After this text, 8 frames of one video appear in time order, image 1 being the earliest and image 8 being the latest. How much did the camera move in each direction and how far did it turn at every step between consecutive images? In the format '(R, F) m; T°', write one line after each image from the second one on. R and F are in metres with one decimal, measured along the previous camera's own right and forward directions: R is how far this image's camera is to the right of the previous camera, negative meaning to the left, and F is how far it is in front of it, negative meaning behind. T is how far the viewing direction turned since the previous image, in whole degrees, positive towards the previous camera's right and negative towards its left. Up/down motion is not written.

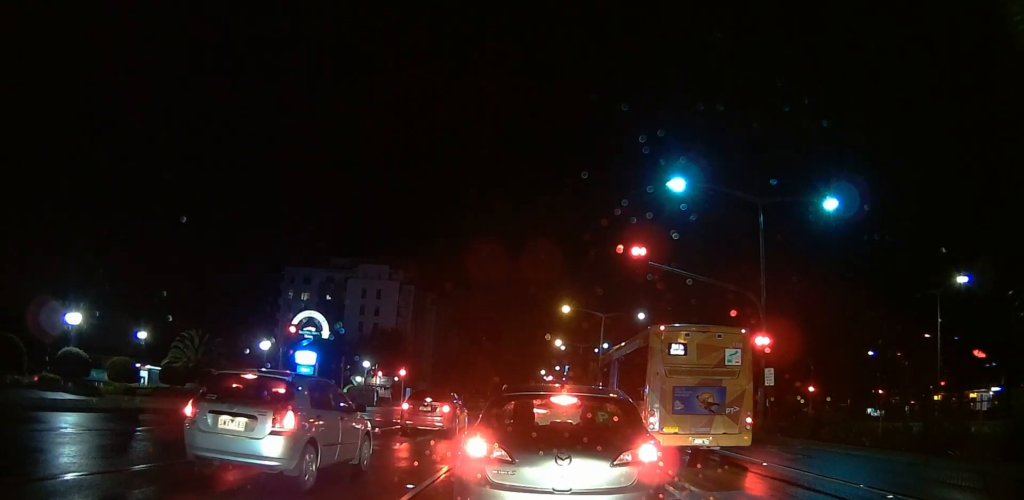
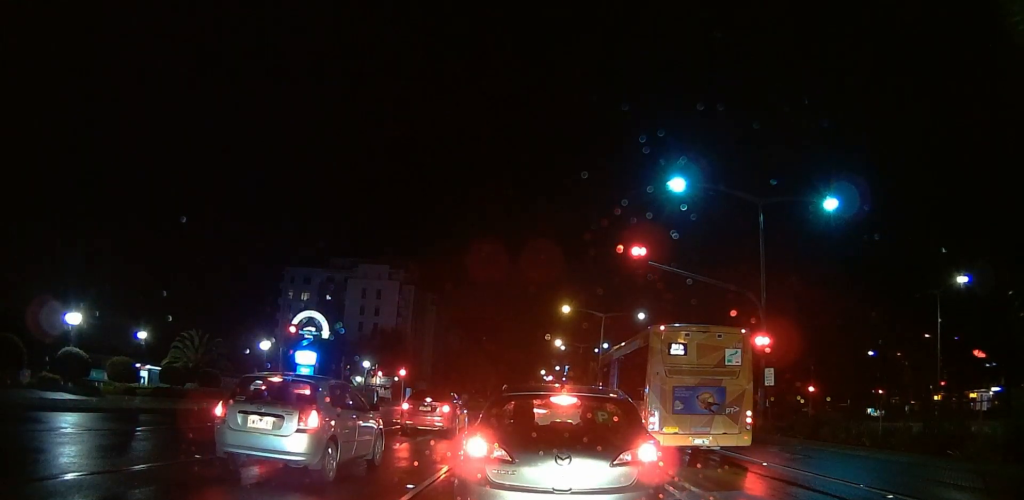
(0.0, +0.1) m; 0°
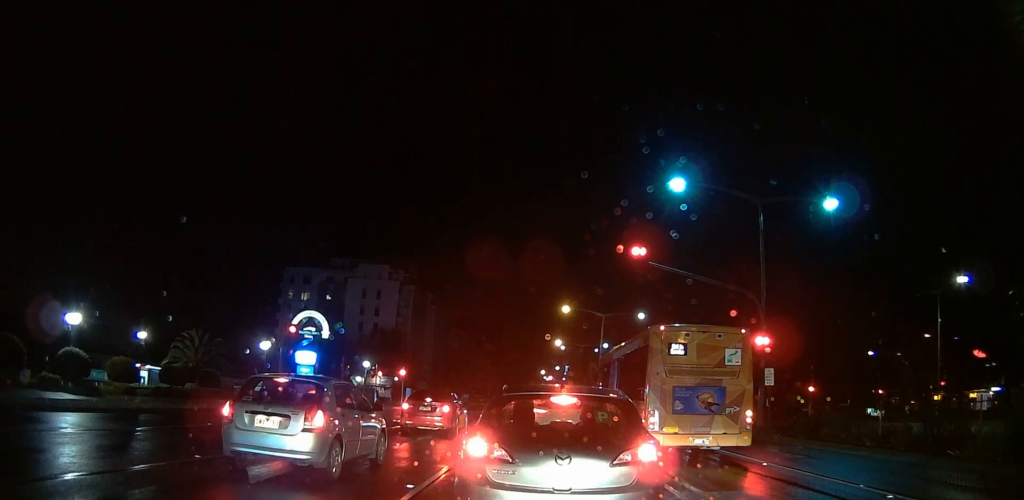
(0.0, 0.0) m; 0°
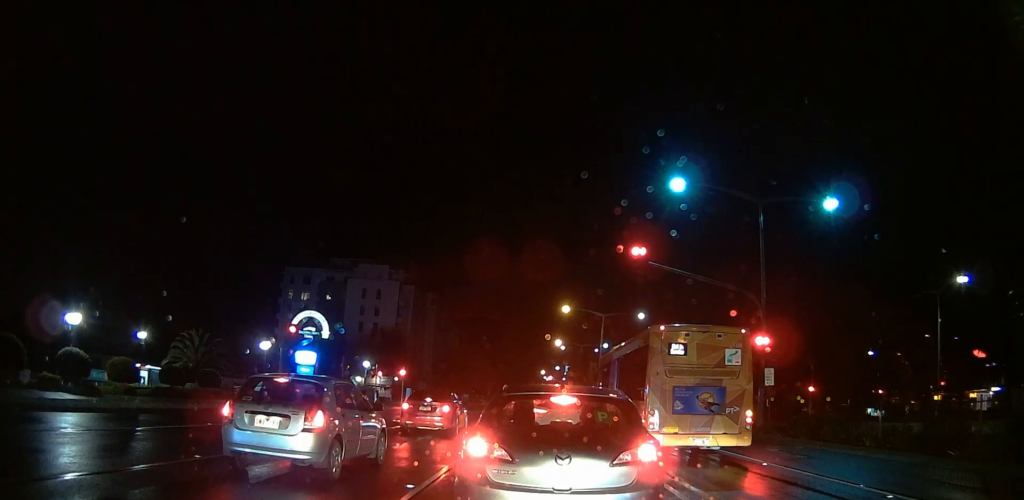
(0.0, 0.0) m; 0°
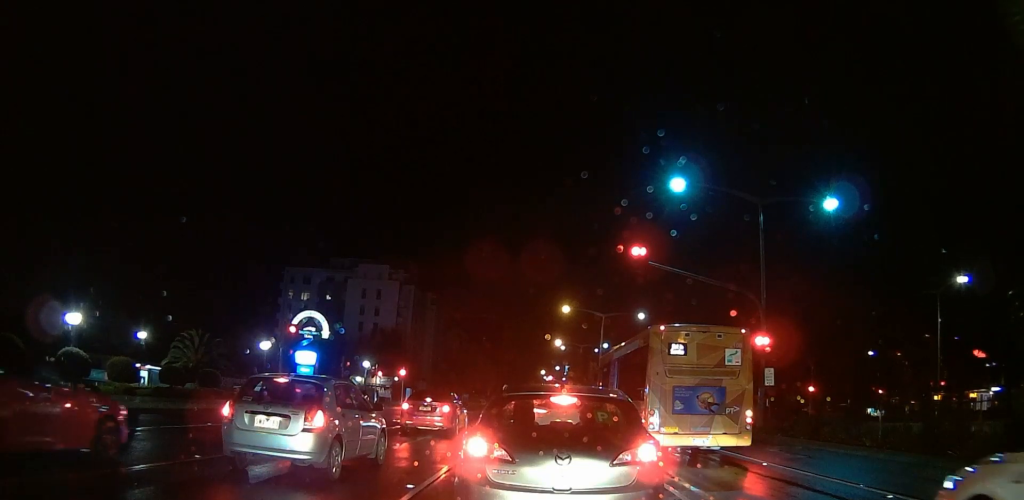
(0.0, 0.0) m; 0°
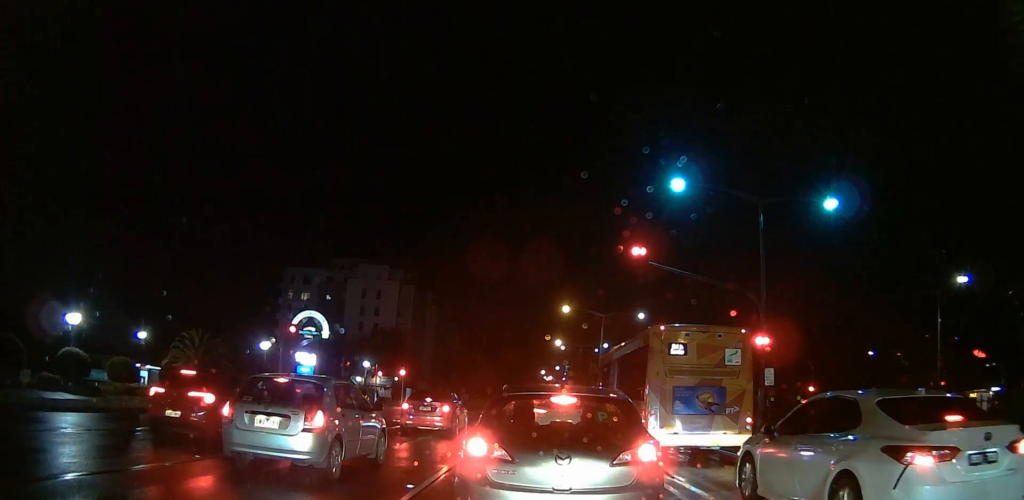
(0.0, 0.0) m; 0°
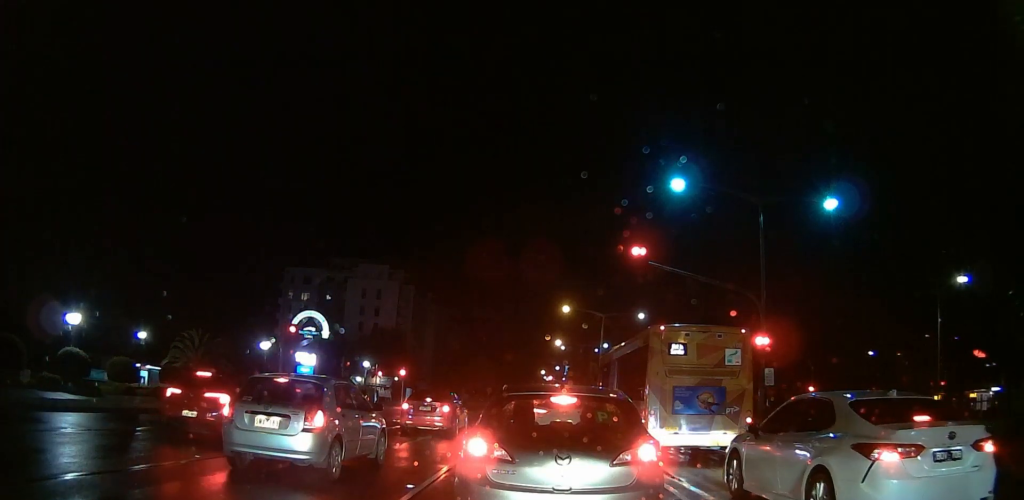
(0.0, 0.0) m; 0°
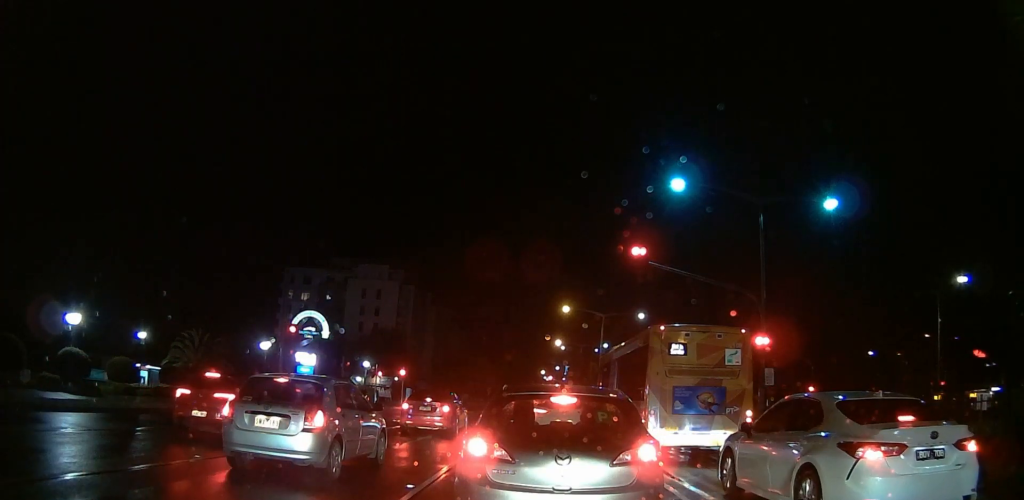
(0.0, 0.0) m; 0°
